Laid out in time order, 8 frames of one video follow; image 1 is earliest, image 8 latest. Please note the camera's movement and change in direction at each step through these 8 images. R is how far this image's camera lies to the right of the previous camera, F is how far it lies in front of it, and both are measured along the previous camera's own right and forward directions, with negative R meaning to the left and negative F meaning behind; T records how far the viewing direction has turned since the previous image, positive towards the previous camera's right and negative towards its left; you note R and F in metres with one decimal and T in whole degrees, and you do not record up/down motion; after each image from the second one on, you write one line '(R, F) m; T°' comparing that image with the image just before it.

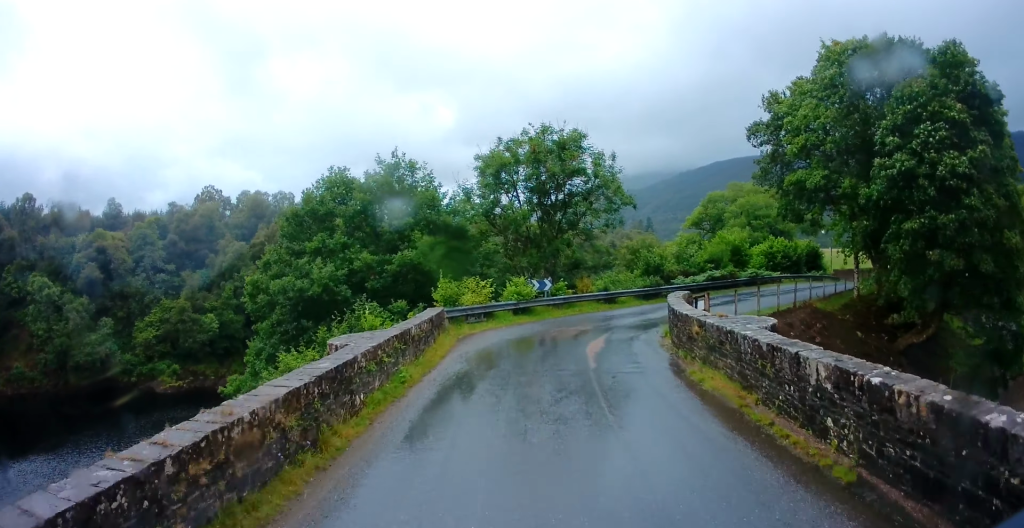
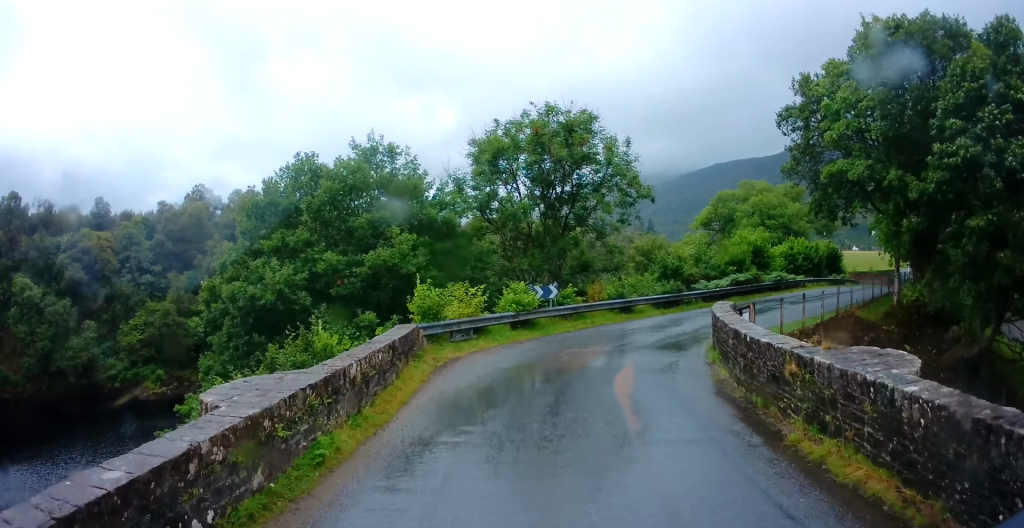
(0.0, +4.0) m; +1°
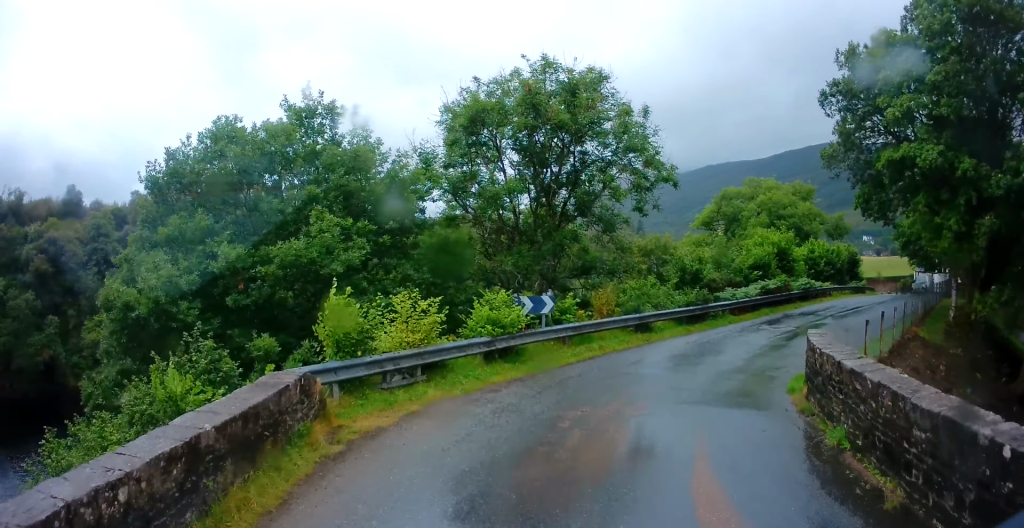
(-0.1, +5.6) m; +3°
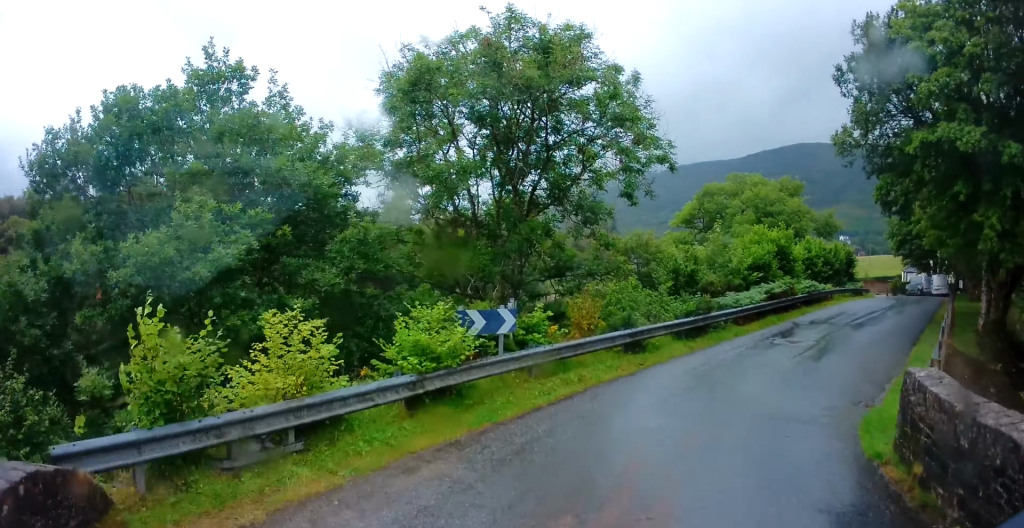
(+0.2, +3.9) m; +10°
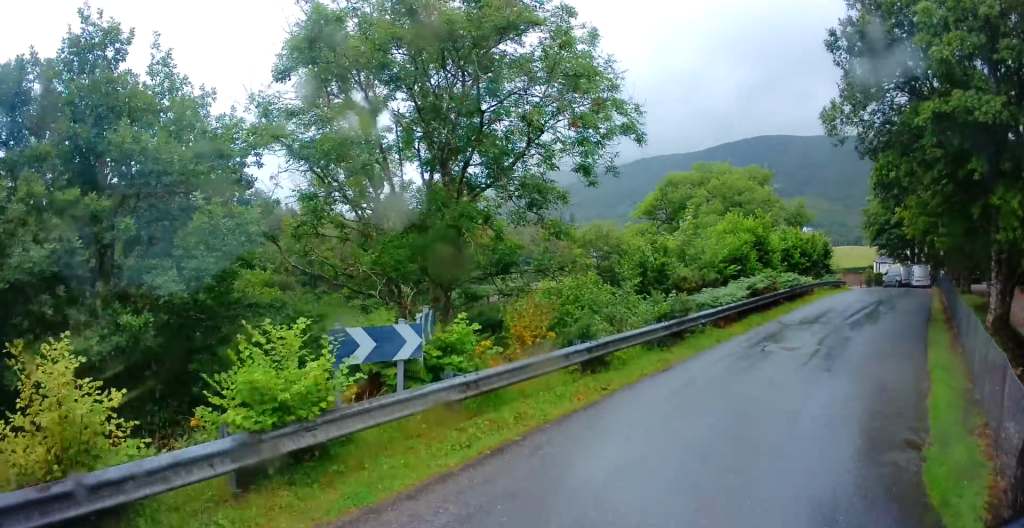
(-0.2, +3.1) m; +10°
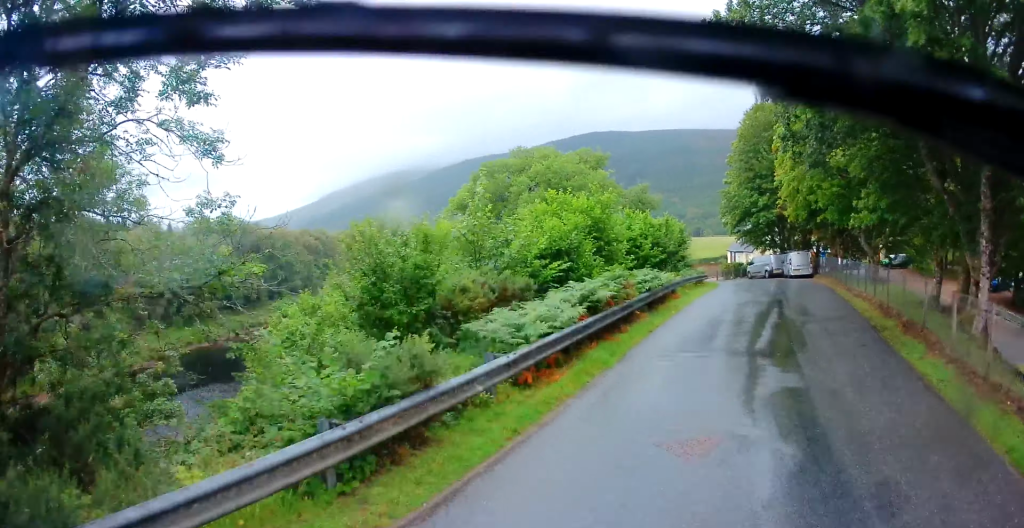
(+2.4, +7.9) m; +19°
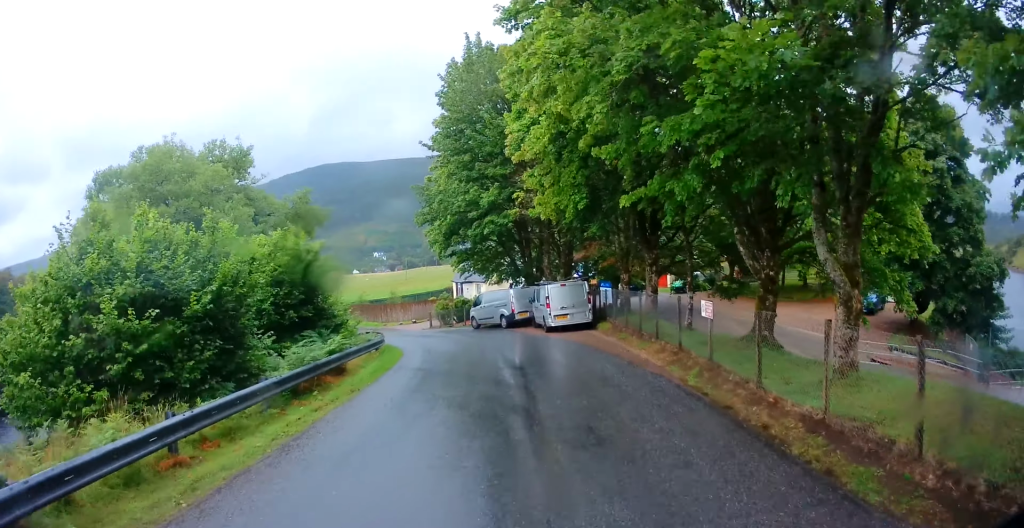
(+1.8, +19.7) m; +5°
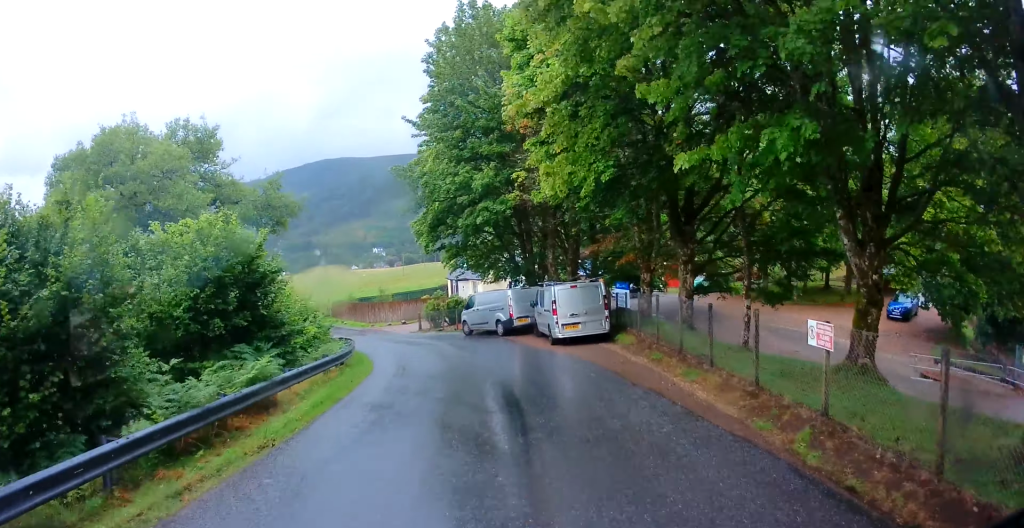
(-0.3, +4.6) m; -3°
